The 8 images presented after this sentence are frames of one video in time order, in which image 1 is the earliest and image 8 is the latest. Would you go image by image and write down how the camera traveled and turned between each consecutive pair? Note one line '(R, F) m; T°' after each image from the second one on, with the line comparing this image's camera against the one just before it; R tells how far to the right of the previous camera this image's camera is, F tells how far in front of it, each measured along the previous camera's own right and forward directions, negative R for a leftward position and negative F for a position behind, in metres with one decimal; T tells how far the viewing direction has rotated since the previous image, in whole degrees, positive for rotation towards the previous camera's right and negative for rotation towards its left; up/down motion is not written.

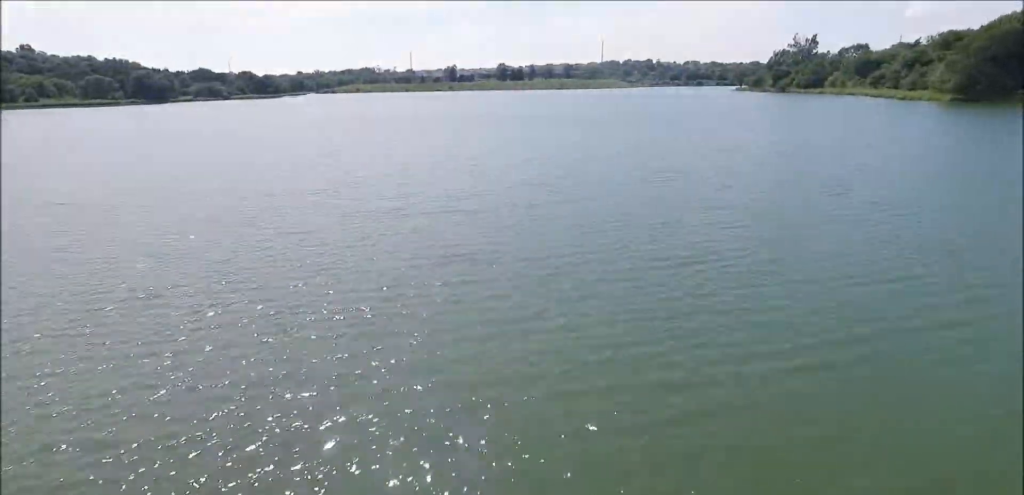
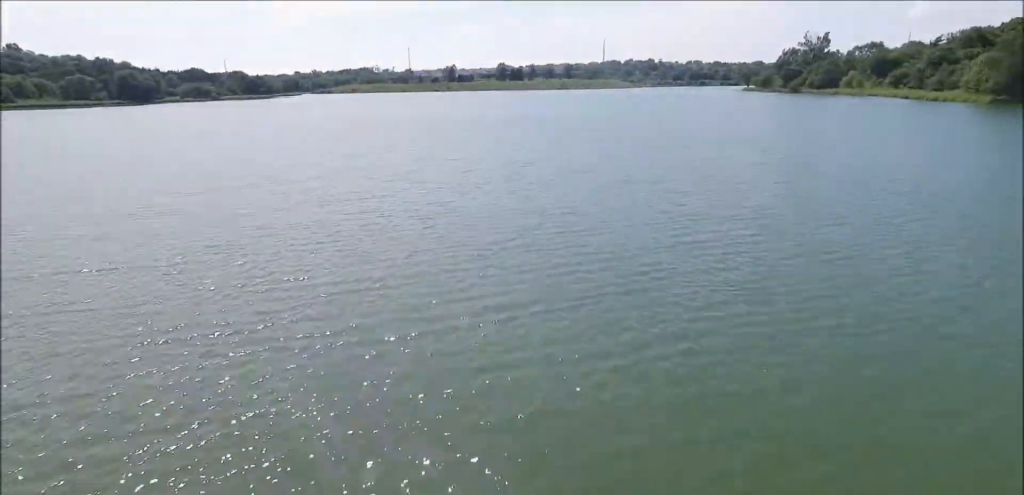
(0.0, +10.6) m; 0°
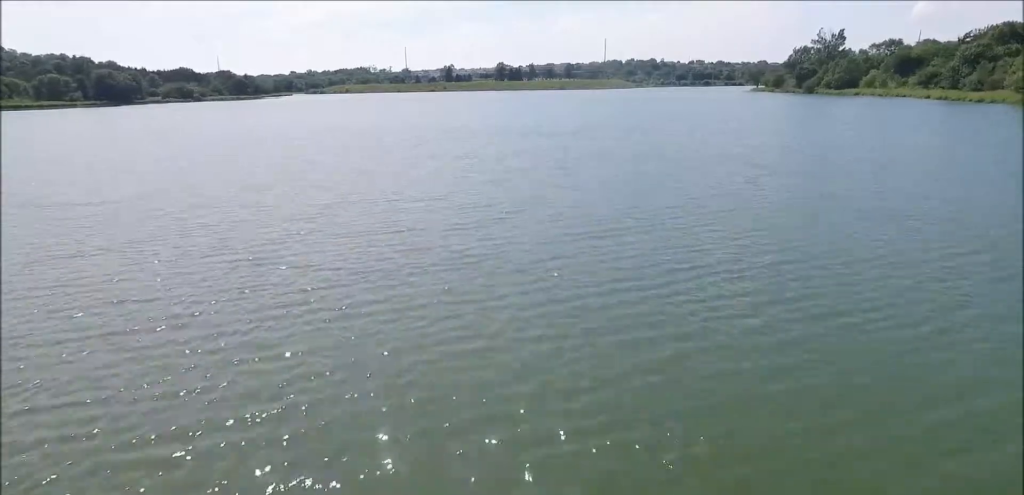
(+0.1, +13.8) m; 0°
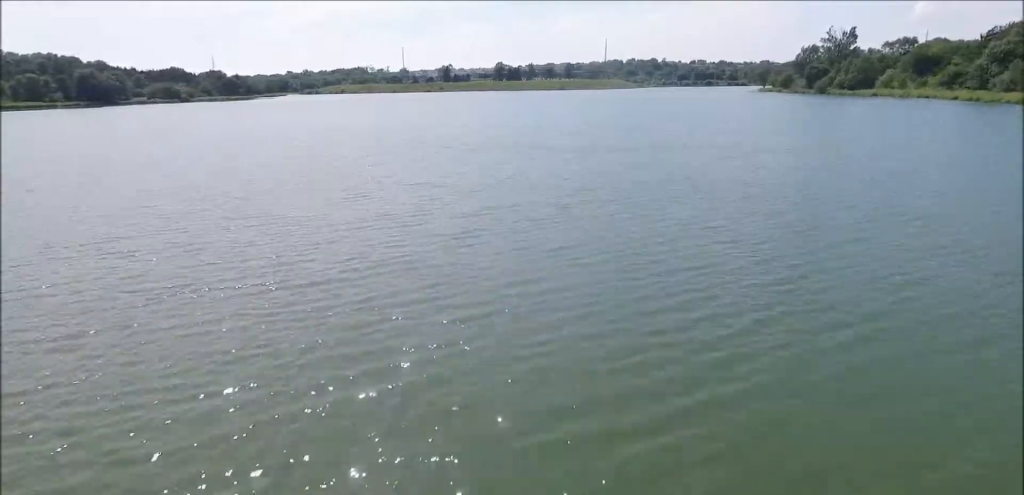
(0.0, +9.9) m; 0°
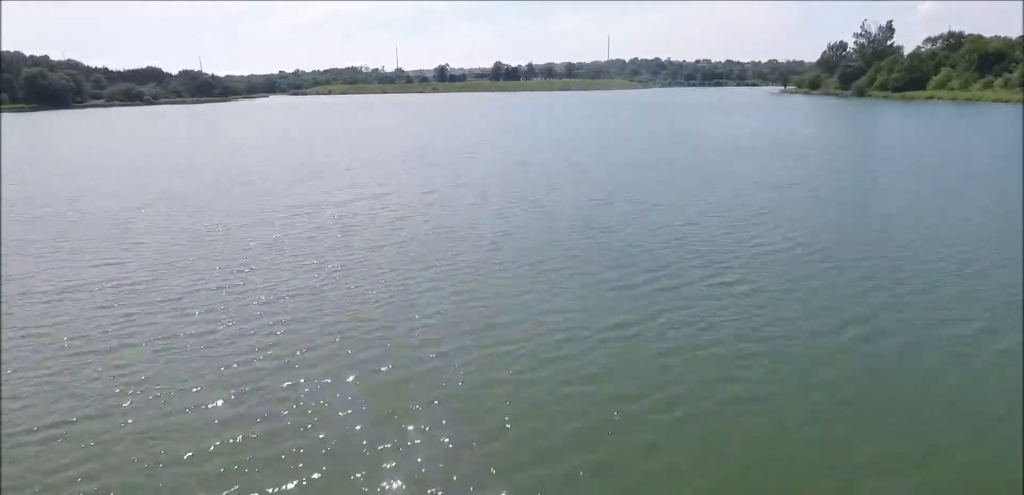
(-0.6, +26.6) m; -5°
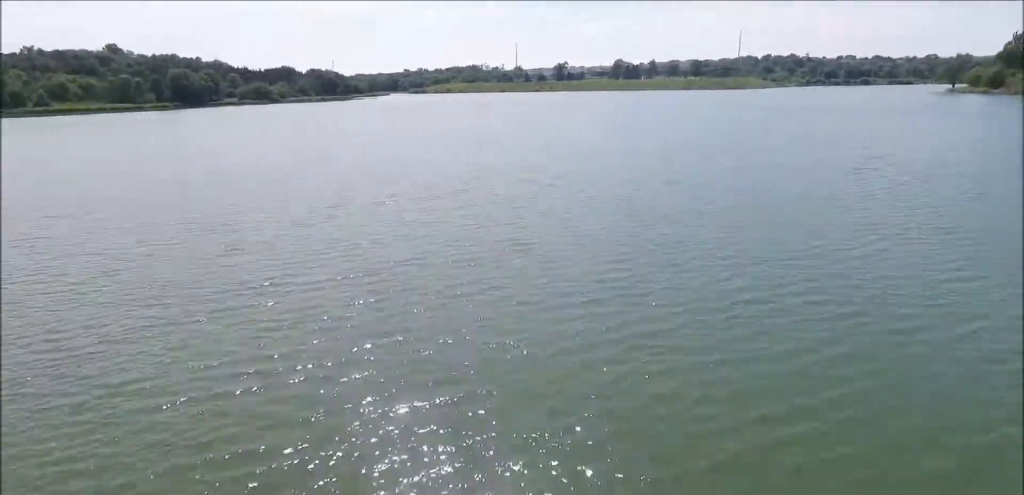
(-0.6, +10.9) m; -3°
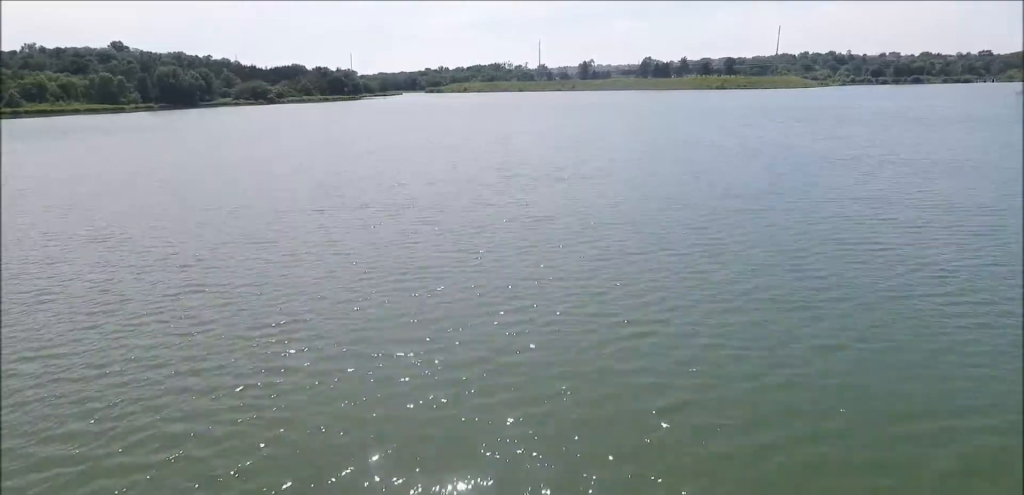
(-0.9, +25.5) m; -3°
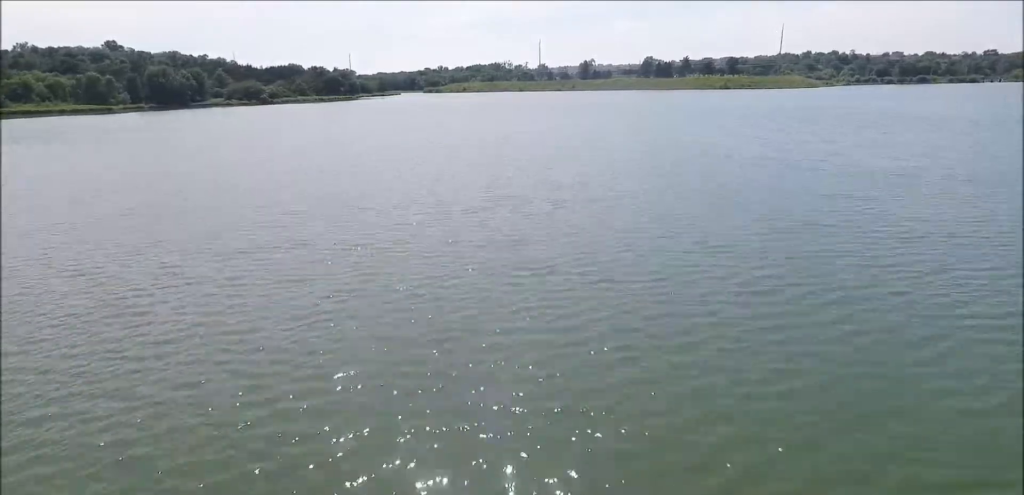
(0.0, +5.8) m; 0°
